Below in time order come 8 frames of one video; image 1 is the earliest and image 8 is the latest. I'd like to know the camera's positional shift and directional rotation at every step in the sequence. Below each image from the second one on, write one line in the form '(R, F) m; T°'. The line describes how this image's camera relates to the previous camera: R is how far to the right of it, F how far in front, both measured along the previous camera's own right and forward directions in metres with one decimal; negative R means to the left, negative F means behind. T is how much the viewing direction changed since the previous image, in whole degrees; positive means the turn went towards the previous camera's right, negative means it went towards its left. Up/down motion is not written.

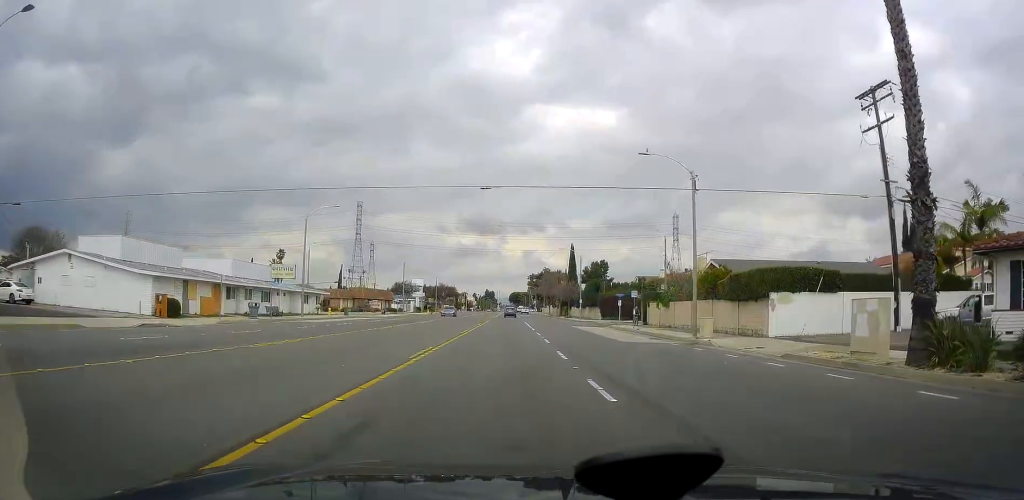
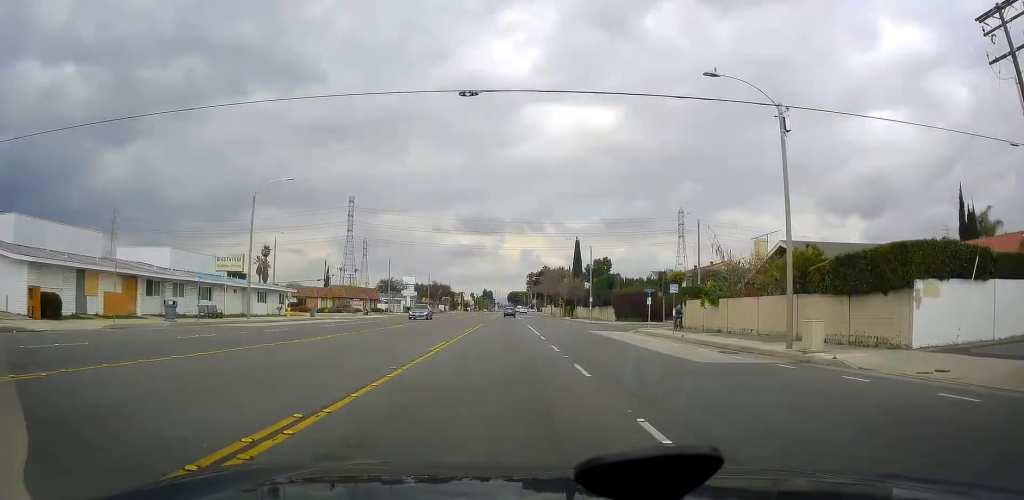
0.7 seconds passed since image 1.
(0.0, +11.3) m; 0°
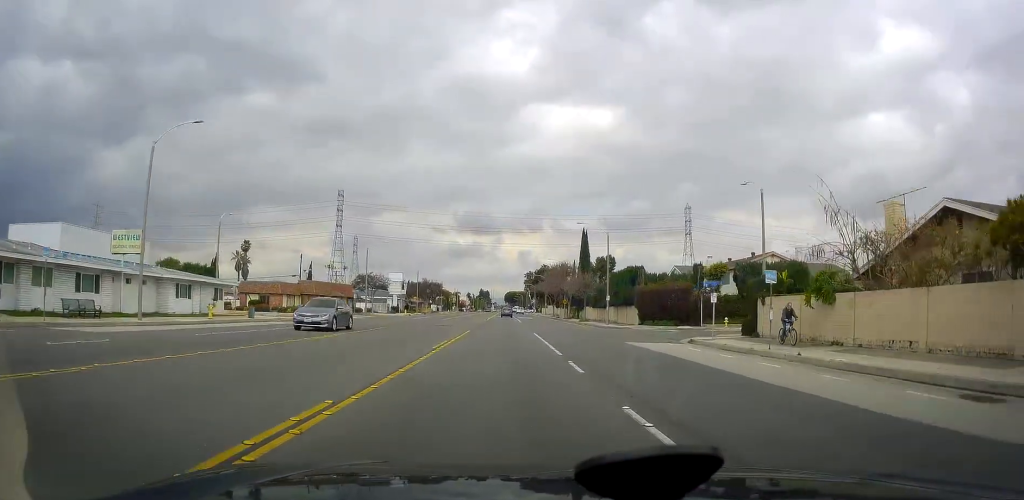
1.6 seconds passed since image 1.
(0.0, +13.2) m; 0°
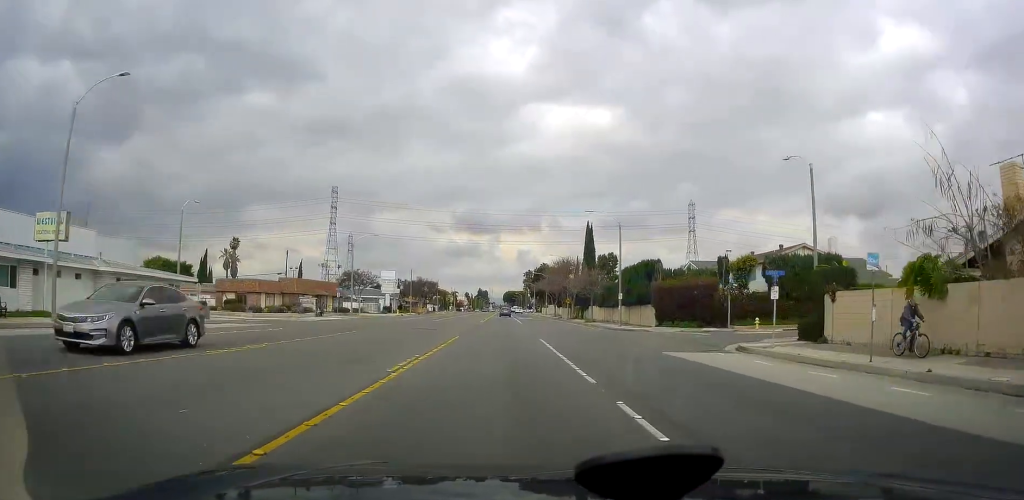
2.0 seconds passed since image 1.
(0.0, +6.6) m; 0°
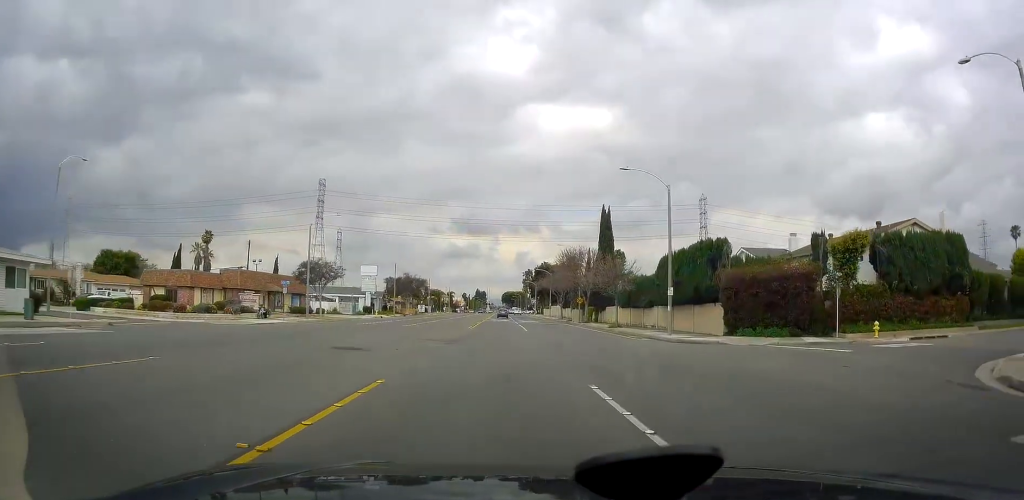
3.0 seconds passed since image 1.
(0.0, +15.5) m; 0°
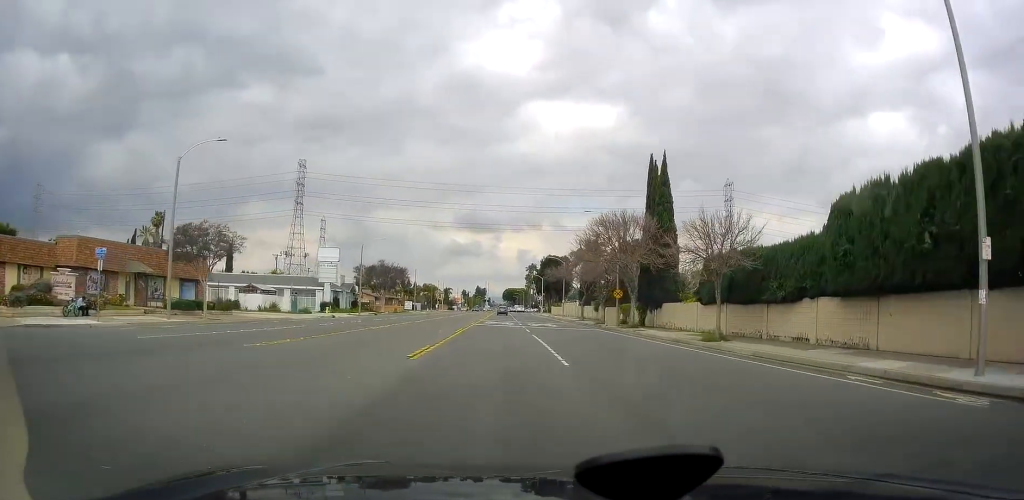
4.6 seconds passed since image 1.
(0.0, +25.1) m; 0°
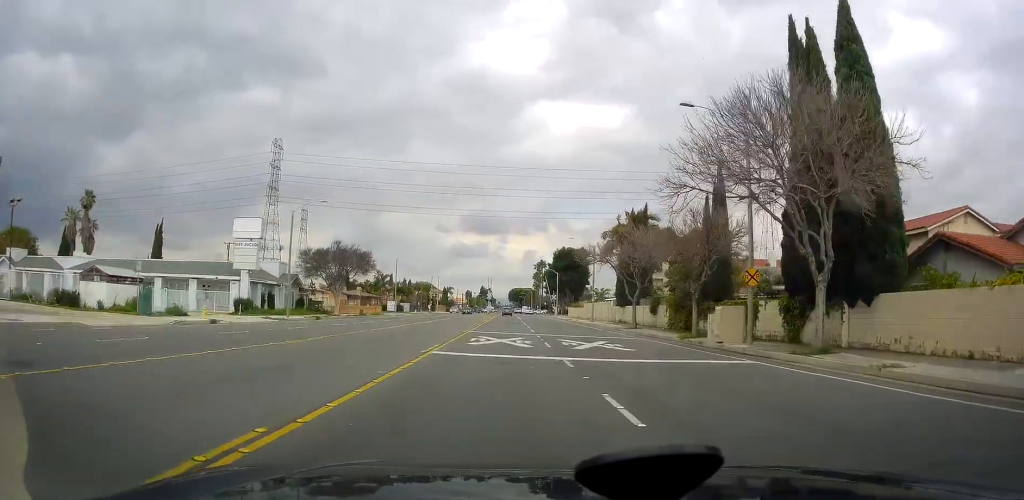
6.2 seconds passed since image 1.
(0.0, +27.5) m; -1°
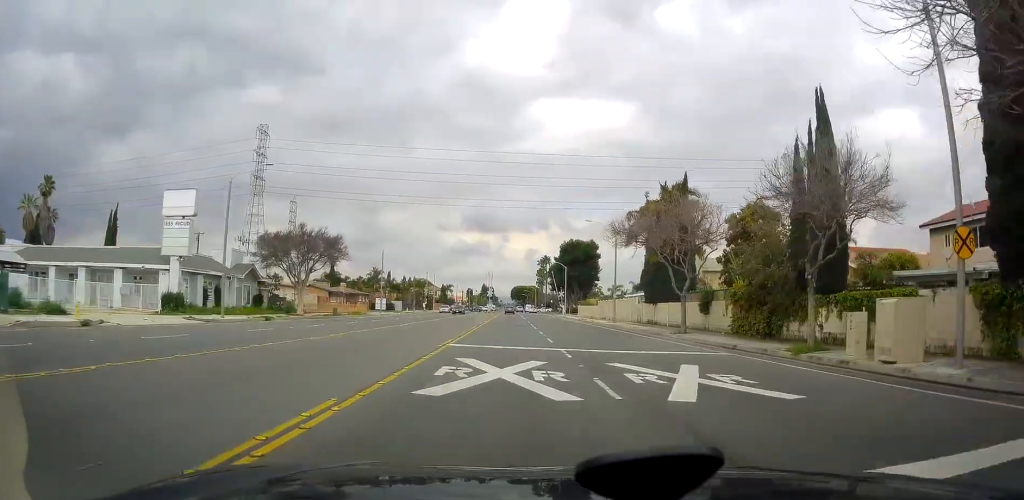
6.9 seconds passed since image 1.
(0.0, +12.5) m; -2°
